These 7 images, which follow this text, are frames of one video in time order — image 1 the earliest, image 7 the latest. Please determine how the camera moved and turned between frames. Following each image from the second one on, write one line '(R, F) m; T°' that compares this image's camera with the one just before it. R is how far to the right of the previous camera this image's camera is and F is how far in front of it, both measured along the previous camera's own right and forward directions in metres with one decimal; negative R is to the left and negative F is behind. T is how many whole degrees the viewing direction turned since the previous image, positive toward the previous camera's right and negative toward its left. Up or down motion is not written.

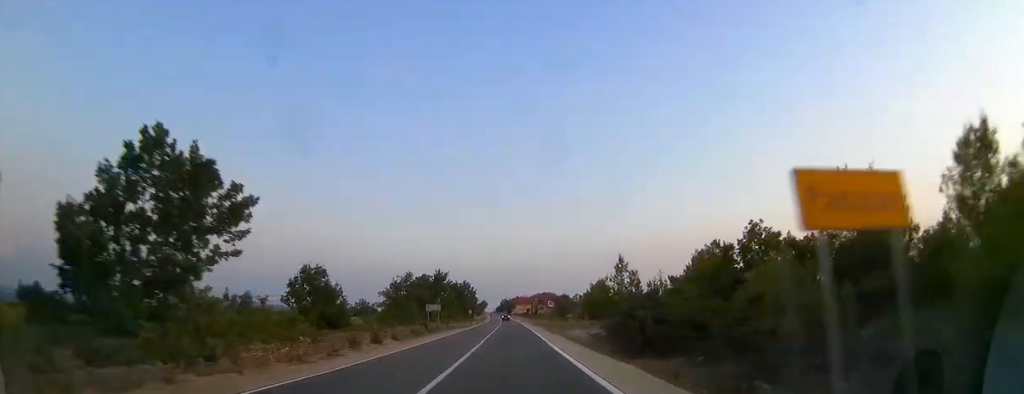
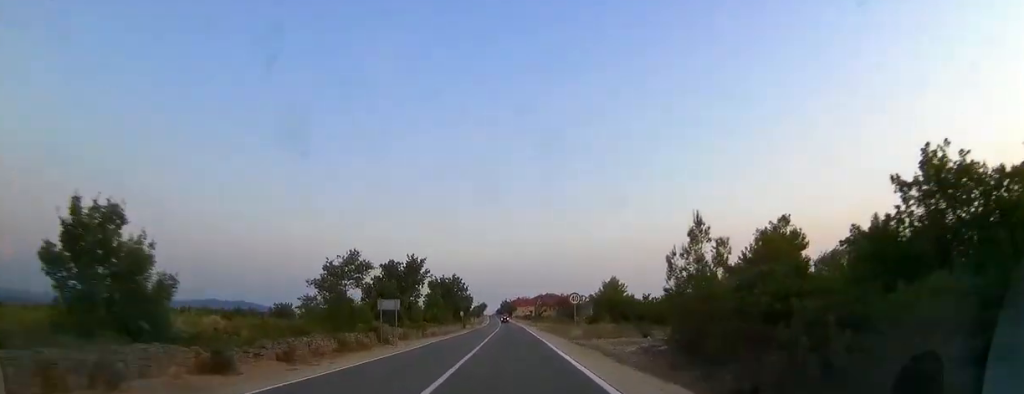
(0.0, +15.7) m; 0°
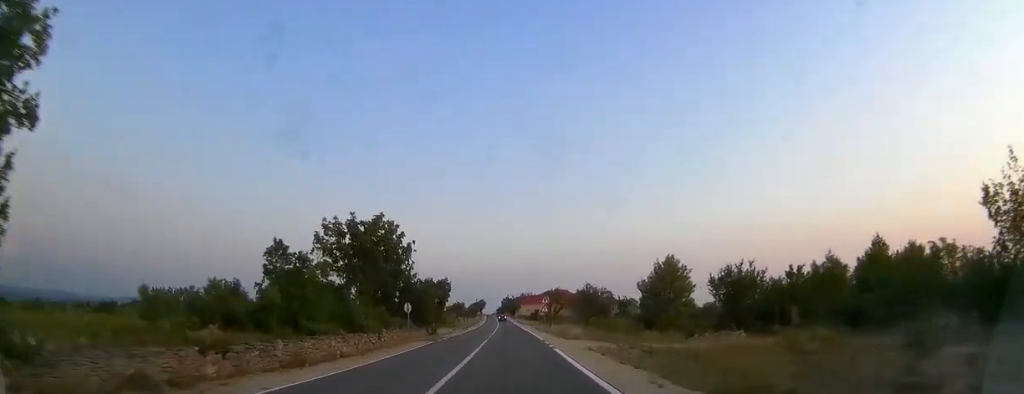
(+0.3, +39.0) m; 0°
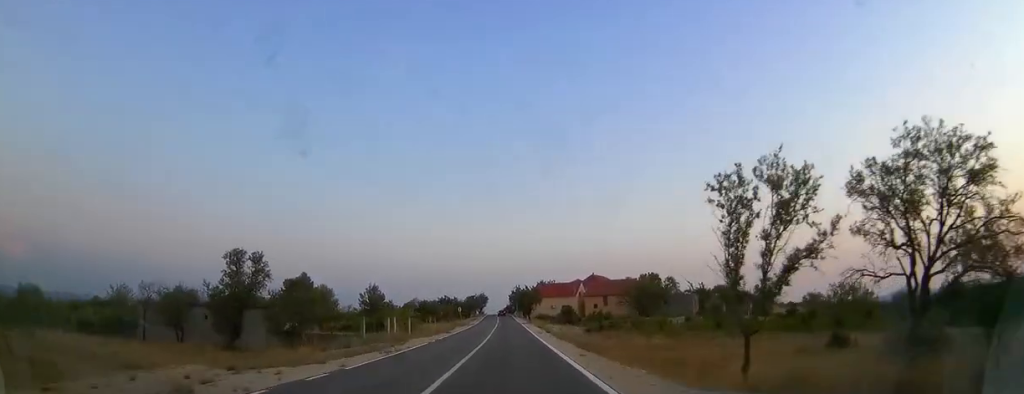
(-0.7, +72.9) m; -1°
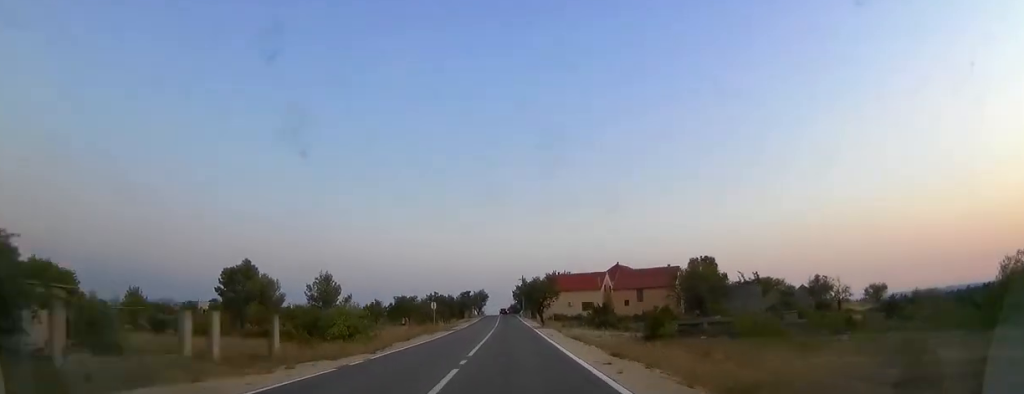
(-0.2, +27.4) m; 0°
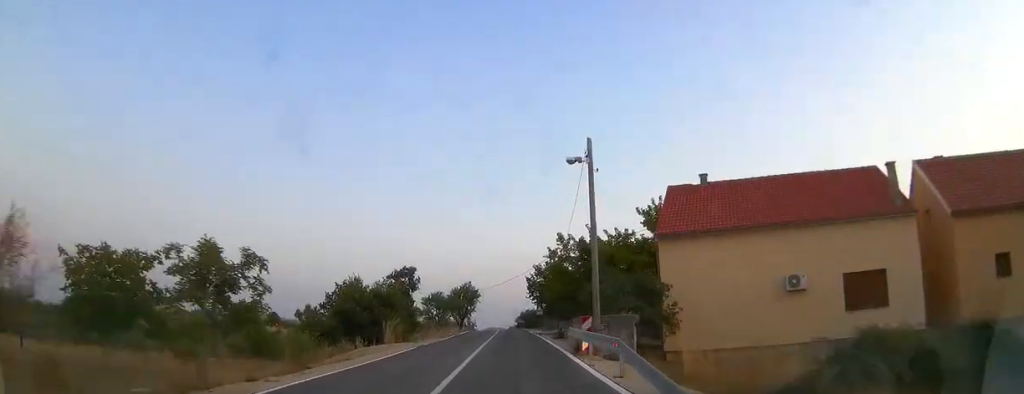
(-0.3, +67.5) m; -1°
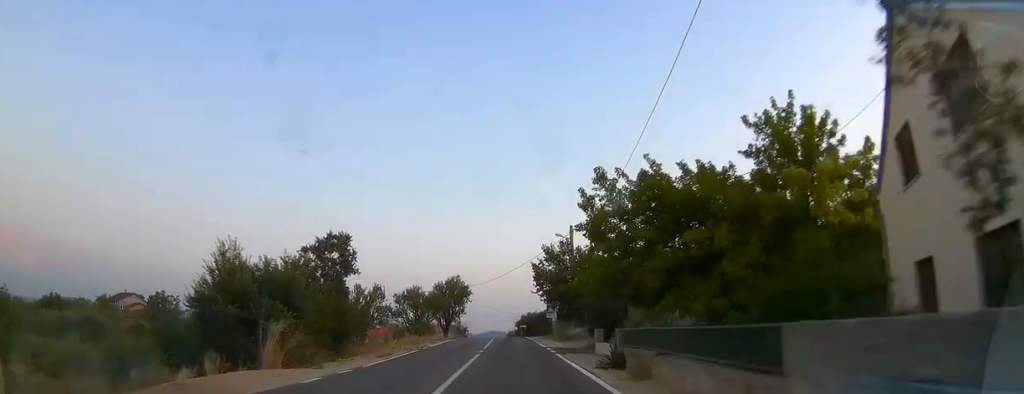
(-0.1, +16.4) m; 0°
